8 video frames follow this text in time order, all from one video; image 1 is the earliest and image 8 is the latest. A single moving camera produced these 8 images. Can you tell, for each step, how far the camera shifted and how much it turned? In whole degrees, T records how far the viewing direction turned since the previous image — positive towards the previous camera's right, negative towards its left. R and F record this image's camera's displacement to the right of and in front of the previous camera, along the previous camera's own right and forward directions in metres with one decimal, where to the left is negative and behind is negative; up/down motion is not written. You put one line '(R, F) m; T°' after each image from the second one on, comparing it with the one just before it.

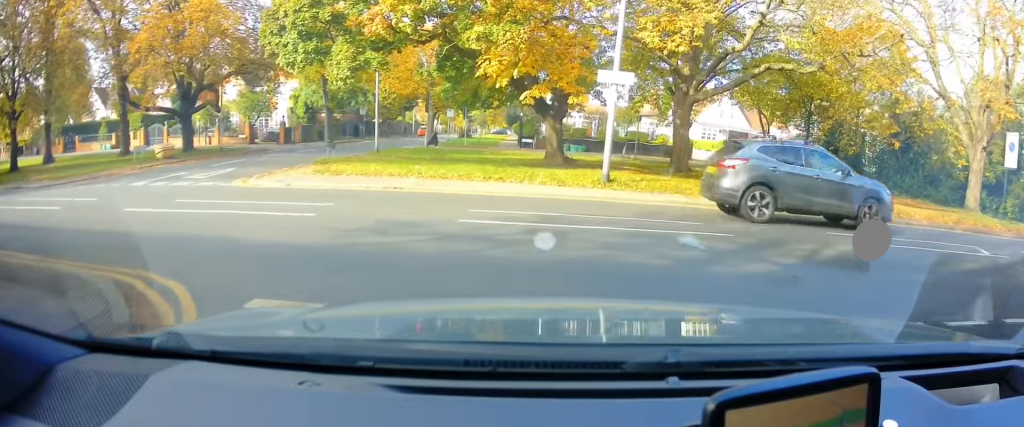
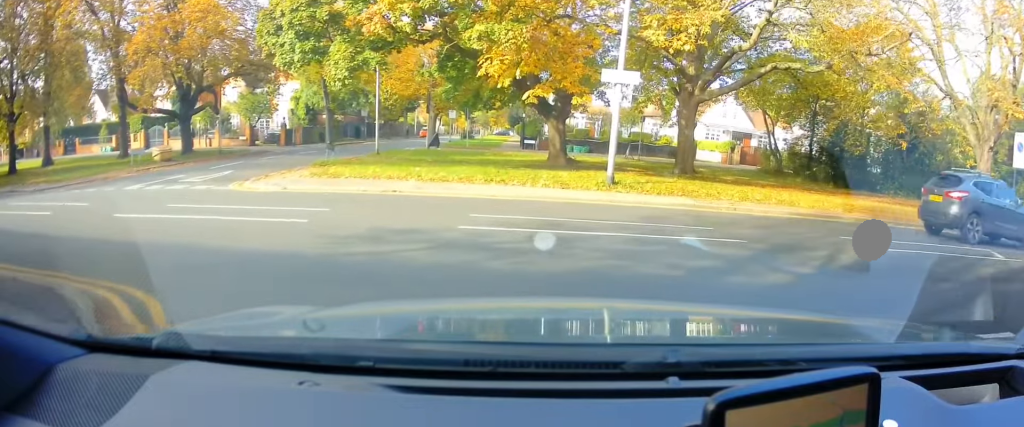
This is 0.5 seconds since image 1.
(+0.1, +0.6) m; 0°
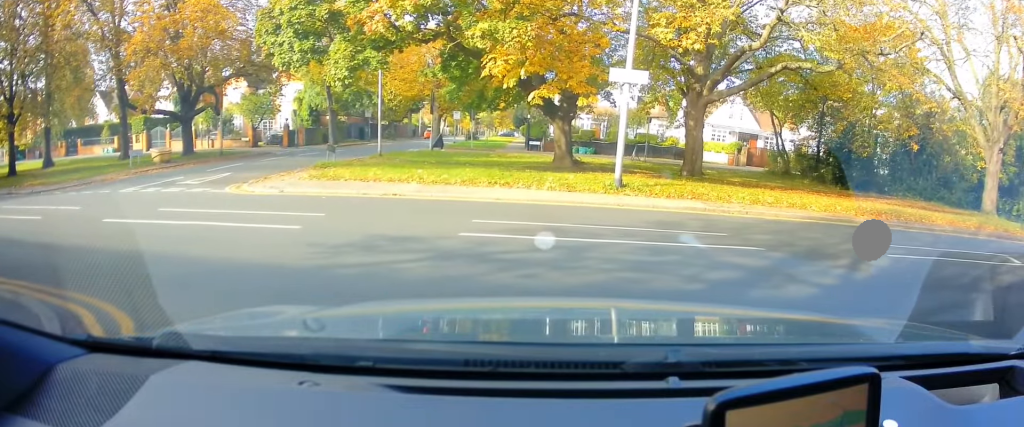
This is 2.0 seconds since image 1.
(+0.6, +1.2) m; 0°
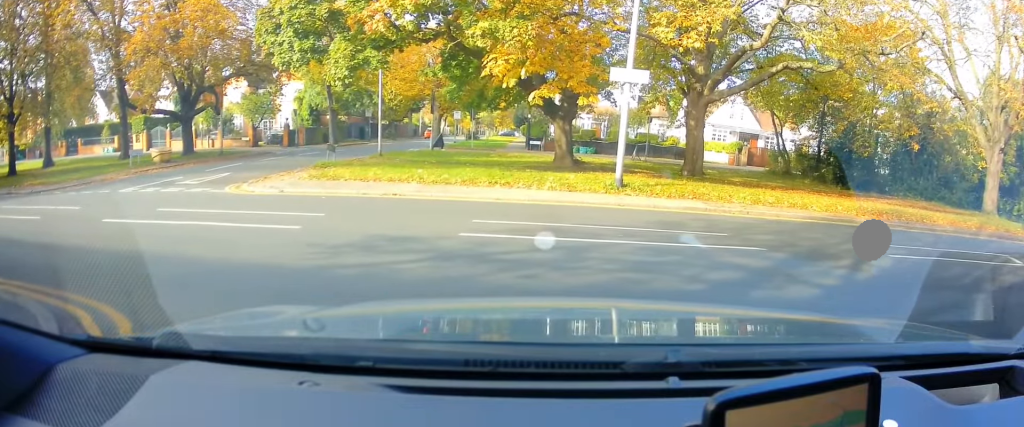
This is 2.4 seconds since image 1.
(0.0, +0.2) m; 0°
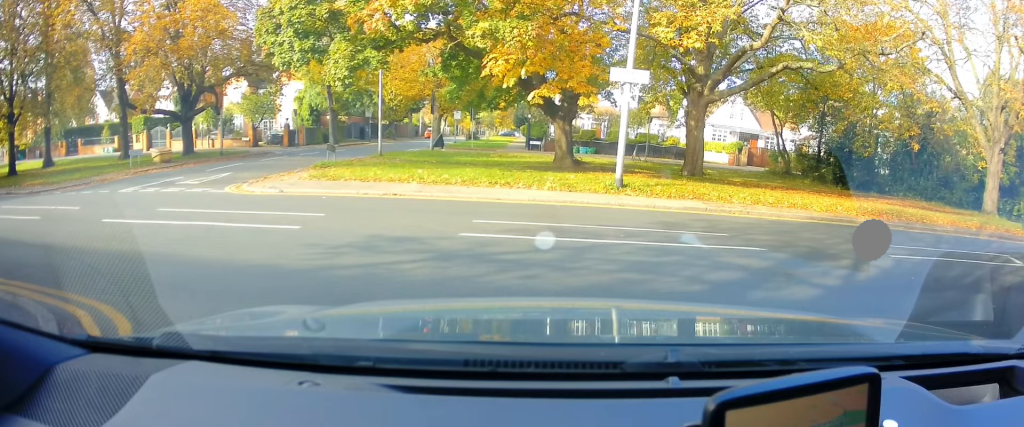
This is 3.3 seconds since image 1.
(-0.1, +0.1) m; 0°
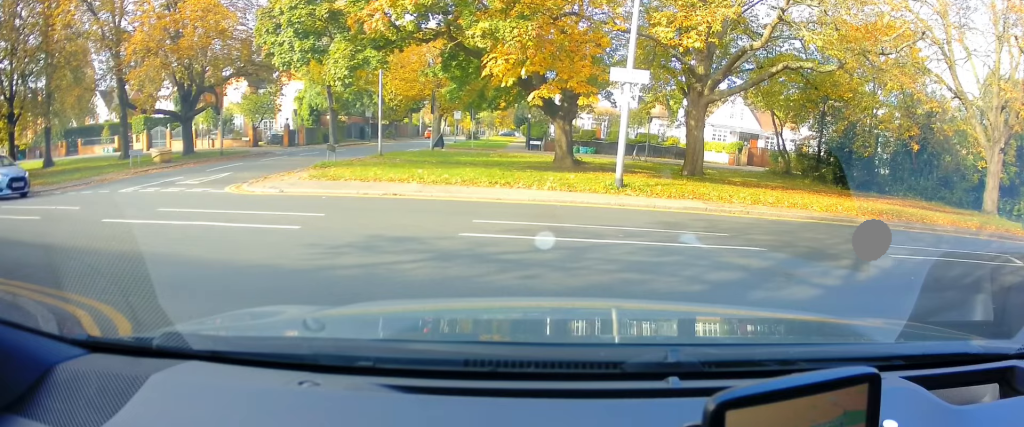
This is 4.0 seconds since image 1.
(-0.1, 0.0) m; 0°
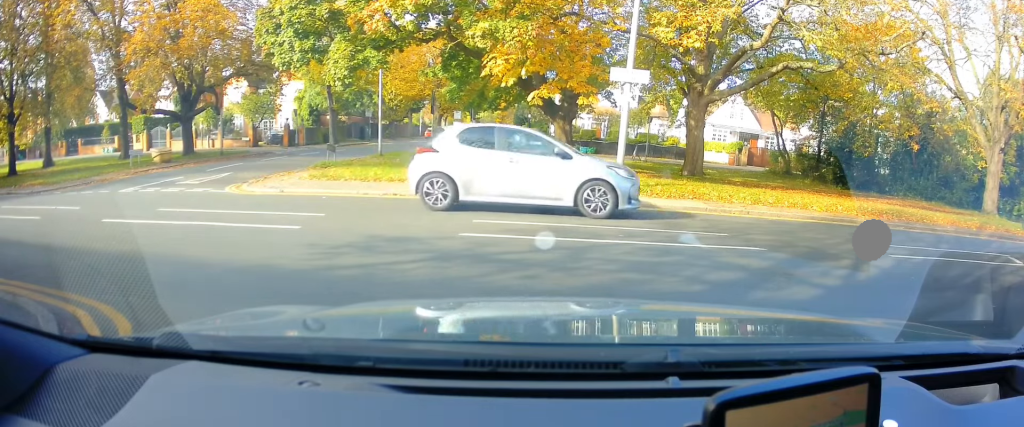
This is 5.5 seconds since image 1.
(0.0, 0.0) m; 0°
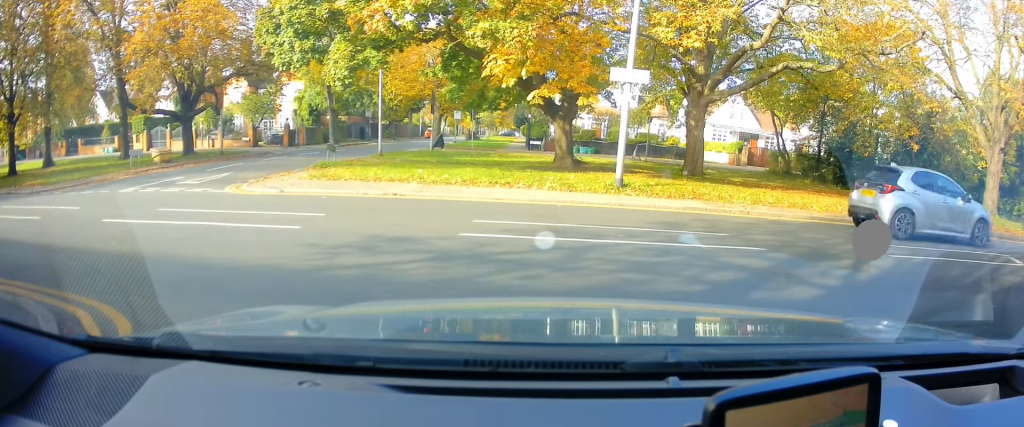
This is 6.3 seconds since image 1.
(0.0, 0.0) m; 0°
